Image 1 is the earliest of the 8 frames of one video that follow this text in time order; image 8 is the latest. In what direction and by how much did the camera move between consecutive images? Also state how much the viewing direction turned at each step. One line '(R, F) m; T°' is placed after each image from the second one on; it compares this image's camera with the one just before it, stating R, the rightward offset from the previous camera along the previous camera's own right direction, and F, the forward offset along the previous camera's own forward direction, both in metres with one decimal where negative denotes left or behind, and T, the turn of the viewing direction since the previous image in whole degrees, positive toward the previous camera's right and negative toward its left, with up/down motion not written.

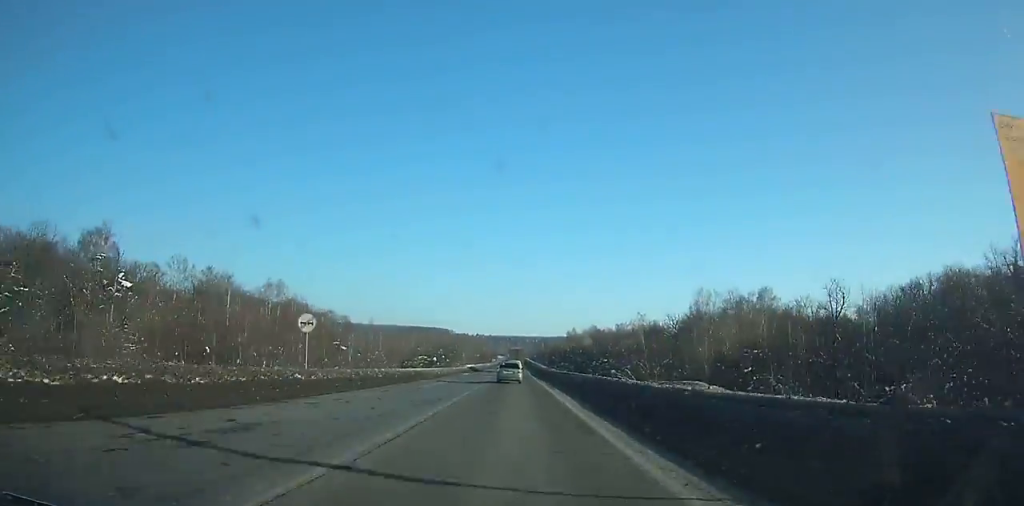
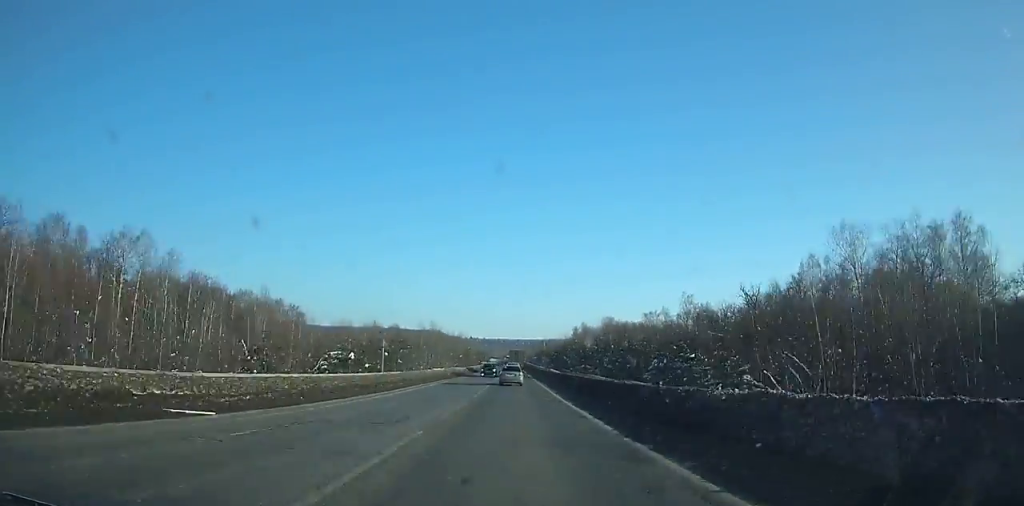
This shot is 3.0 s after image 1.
(+0.2, +61.1) m; 0°
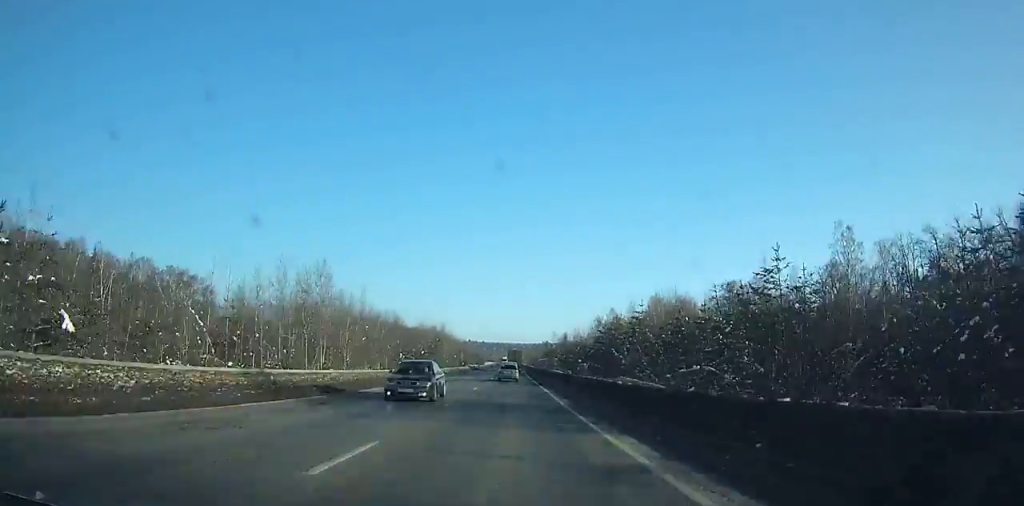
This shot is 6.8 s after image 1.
(-0.1, +73.6) m; 0°
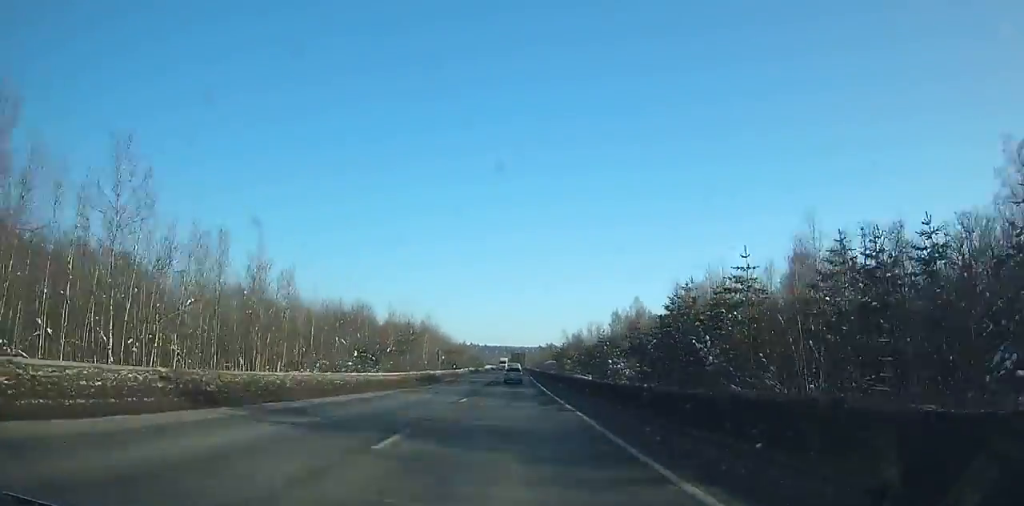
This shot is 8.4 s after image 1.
(-0.1, +31.7) m; 0°
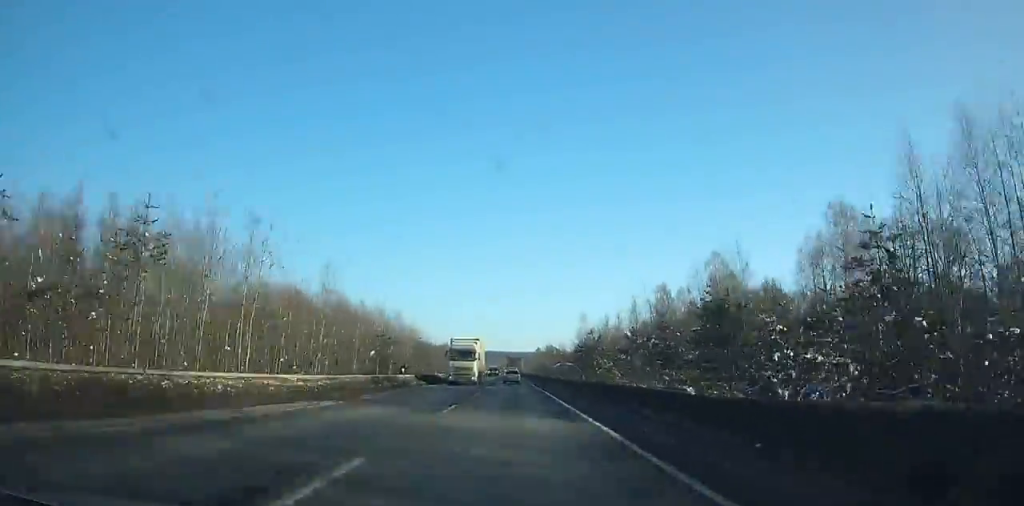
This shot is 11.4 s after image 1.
(0.0, +61.7) m; 0°
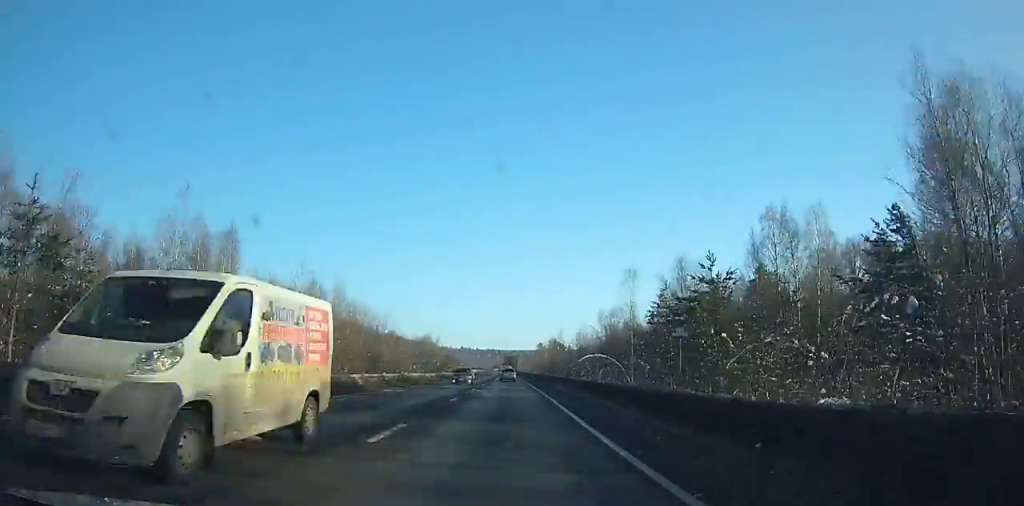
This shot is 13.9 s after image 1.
(+0.1, +54.4) m; 0°
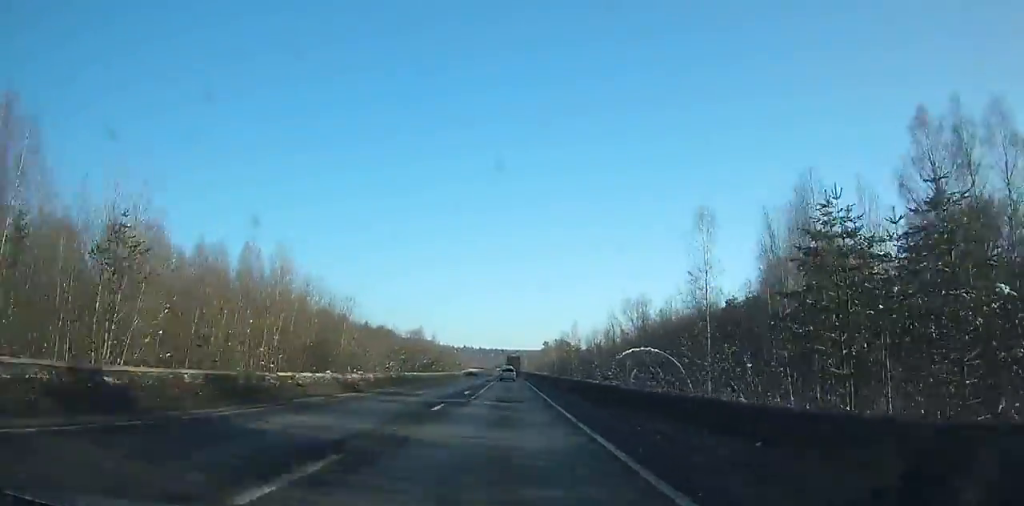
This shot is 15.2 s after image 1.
(0.0, +29.6) m; 0°
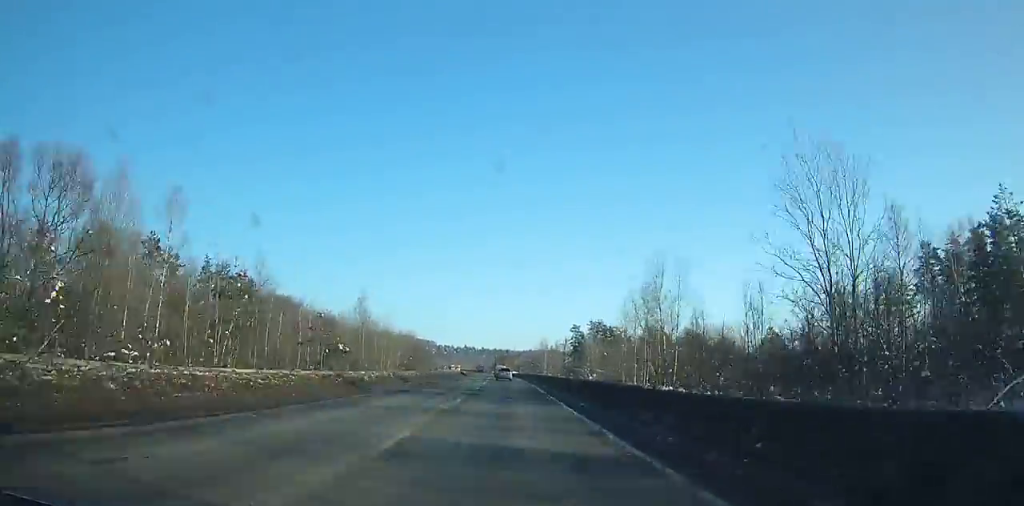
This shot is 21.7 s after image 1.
(-0.9, +154.6) m; -1°
